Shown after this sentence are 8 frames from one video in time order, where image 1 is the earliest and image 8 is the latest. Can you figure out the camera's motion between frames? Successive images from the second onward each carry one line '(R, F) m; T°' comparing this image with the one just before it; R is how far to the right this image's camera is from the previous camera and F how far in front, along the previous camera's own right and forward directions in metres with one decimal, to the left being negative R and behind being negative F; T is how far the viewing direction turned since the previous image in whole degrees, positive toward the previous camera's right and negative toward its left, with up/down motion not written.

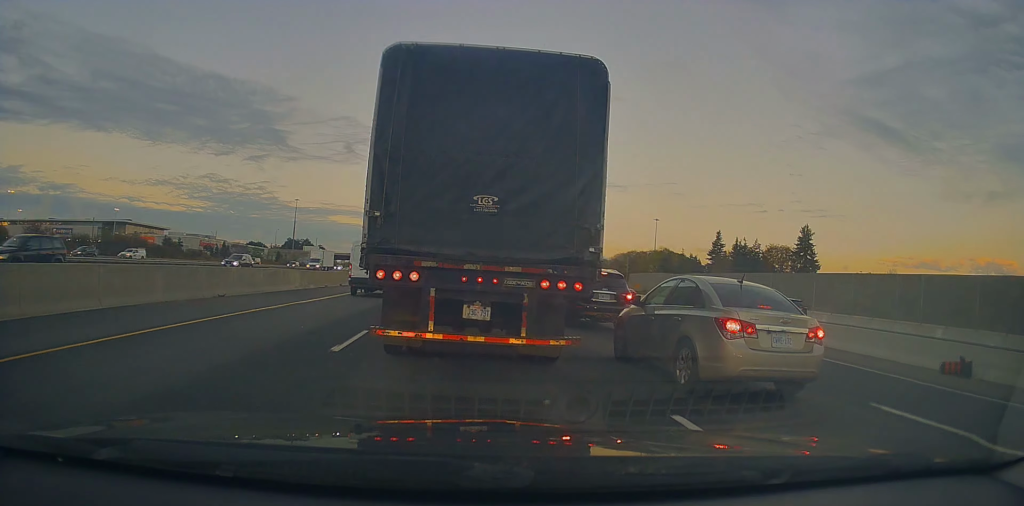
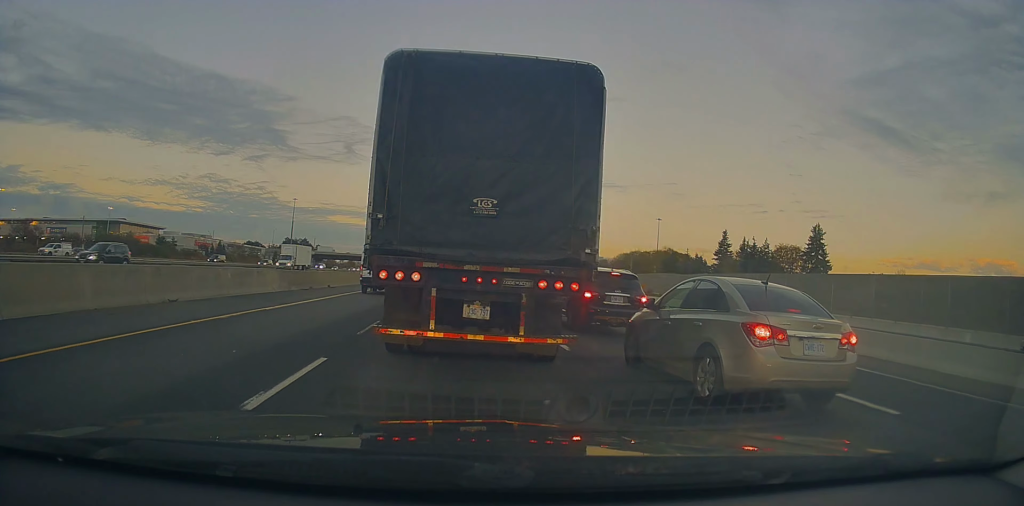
(+0.2, +3.6) m; -1°
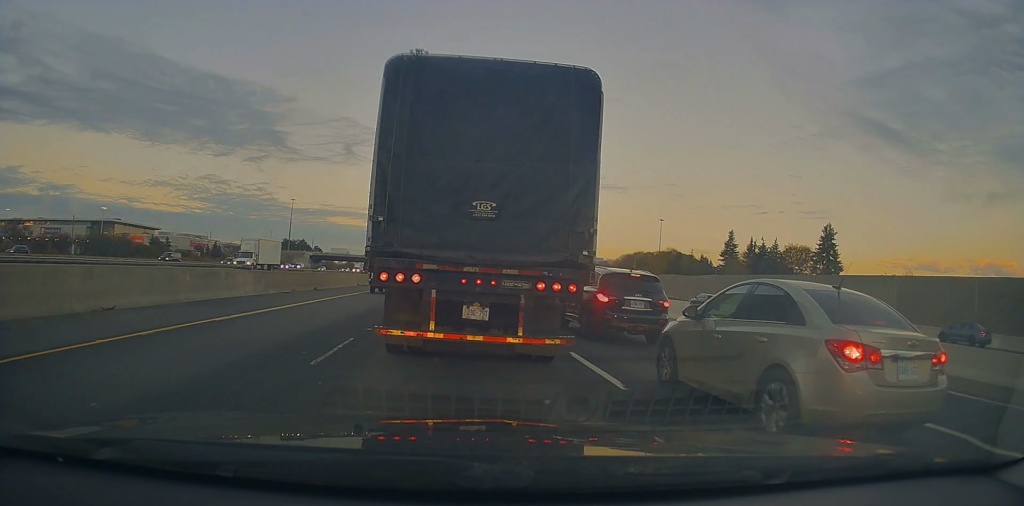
(0.0, +3.4) m; 0°
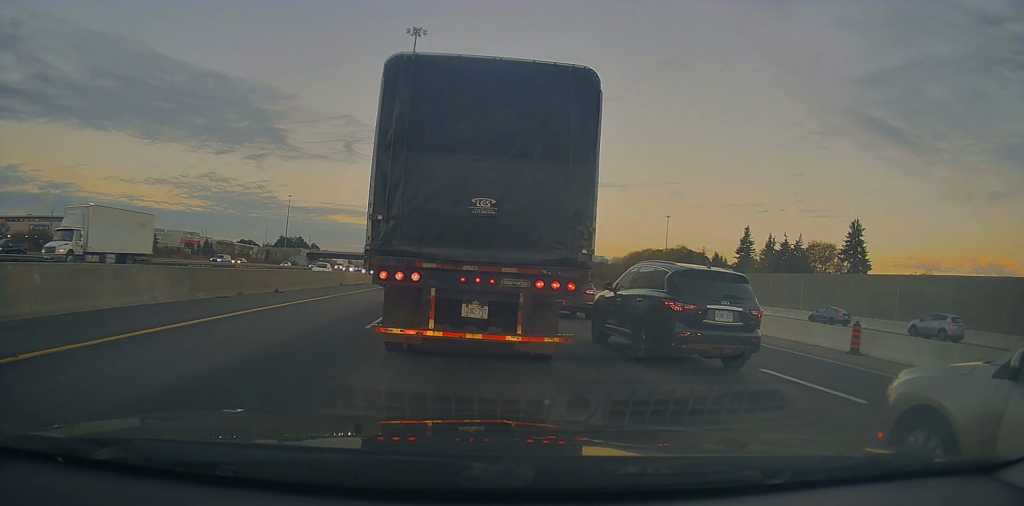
(-0.2, +7.3) m; +2°
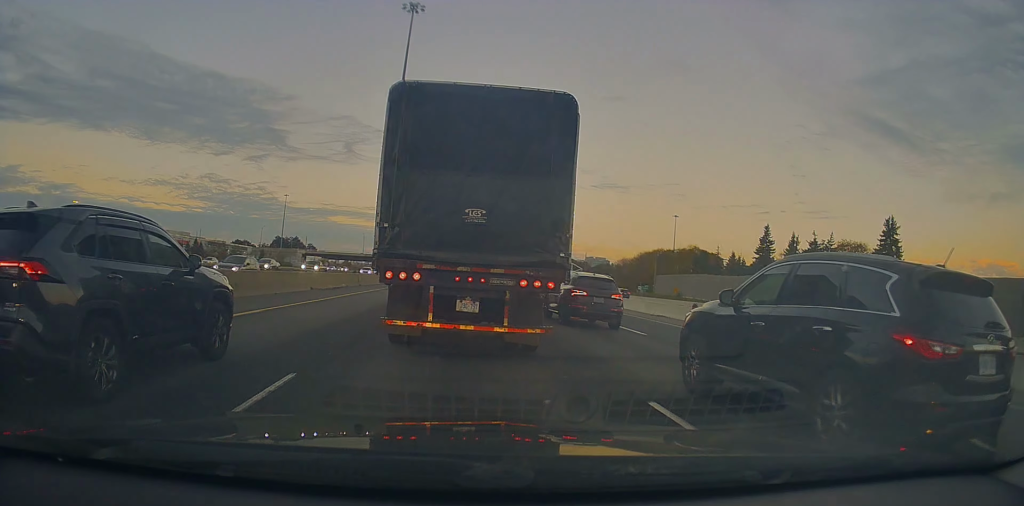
(+0.4, +8.7) m; +1°
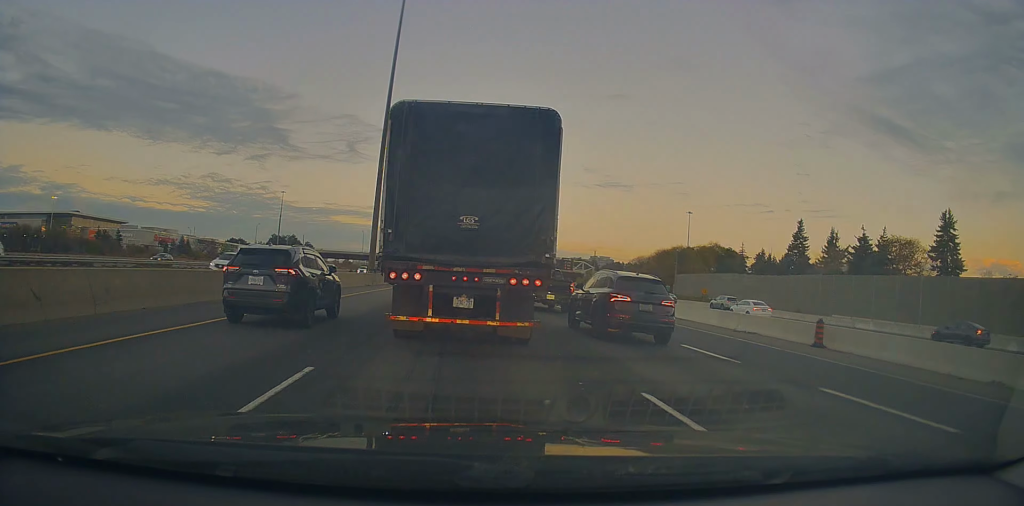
(-0.2, +11.4) m; -5°
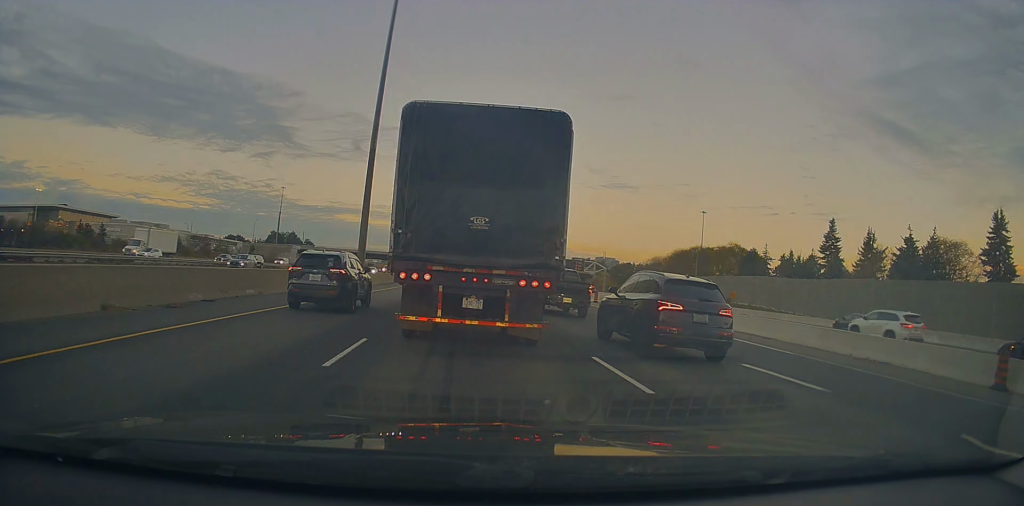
(-0.4, +9.1) m; +3°
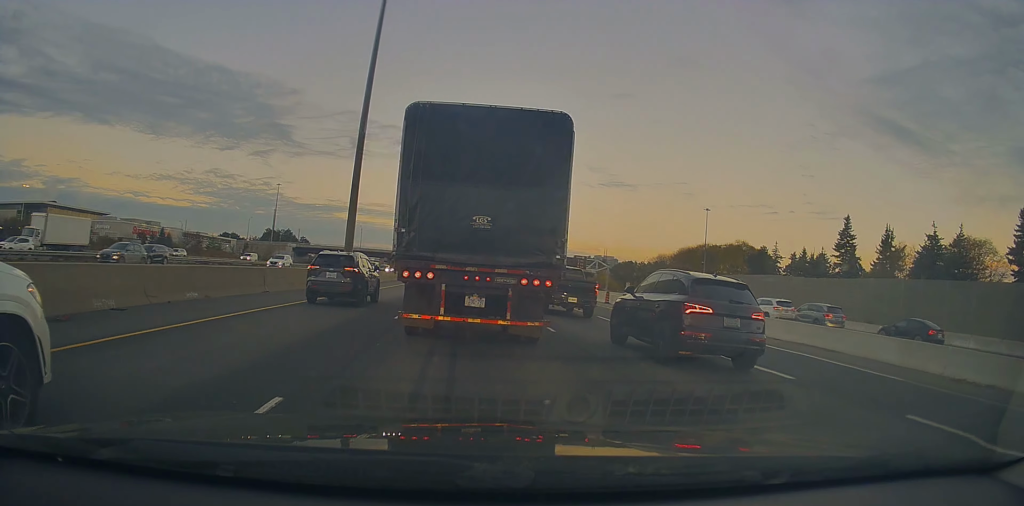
(+0.6, +5.0) m; +1°
